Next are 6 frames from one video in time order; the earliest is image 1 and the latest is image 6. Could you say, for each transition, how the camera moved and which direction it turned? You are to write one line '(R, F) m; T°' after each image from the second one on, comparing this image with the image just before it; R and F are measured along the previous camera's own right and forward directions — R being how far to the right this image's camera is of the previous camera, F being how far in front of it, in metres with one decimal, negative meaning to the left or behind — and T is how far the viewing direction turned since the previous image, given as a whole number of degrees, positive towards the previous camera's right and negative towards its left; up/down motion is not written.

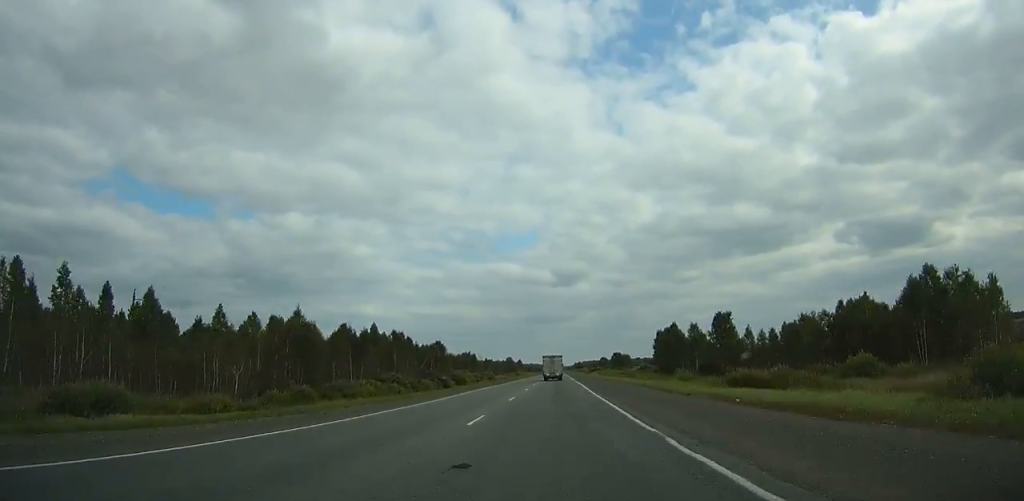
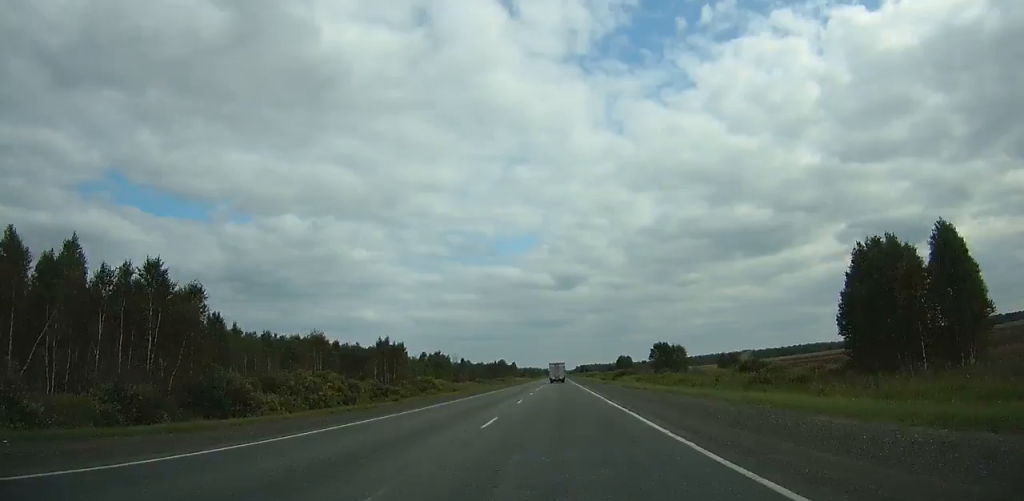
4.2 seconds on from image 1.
(0.0, +84.6) m; 0°
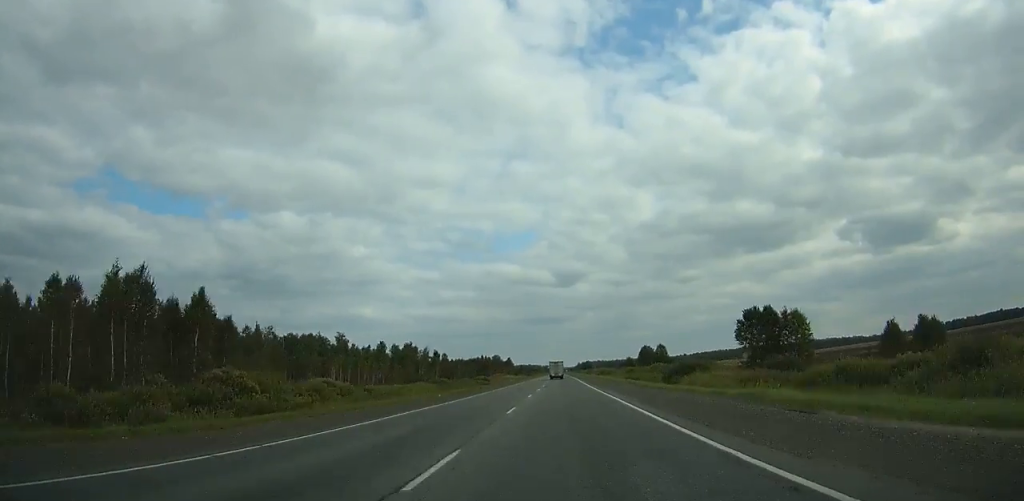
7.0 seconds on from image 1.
(-0.1, +56.1) m; 0°
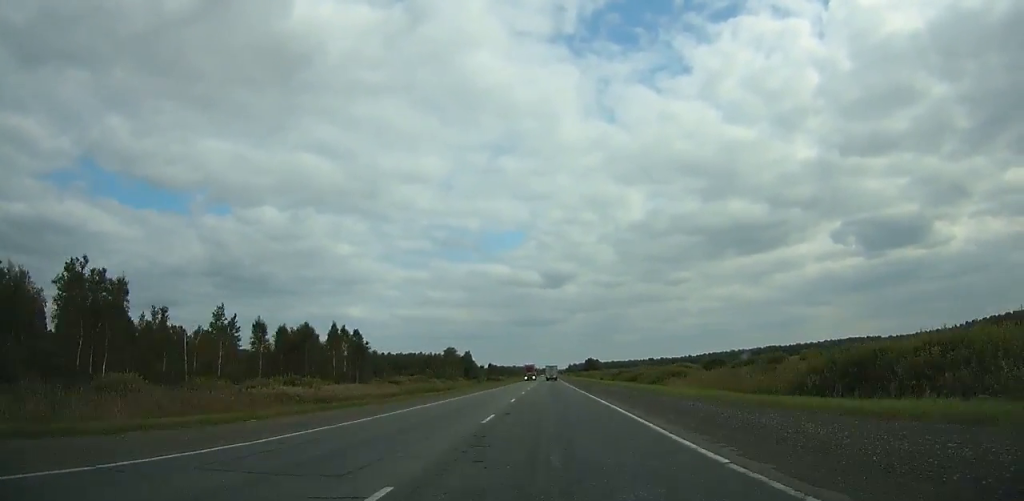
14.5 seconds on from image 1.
(+0.8, +157.2) m; +1°
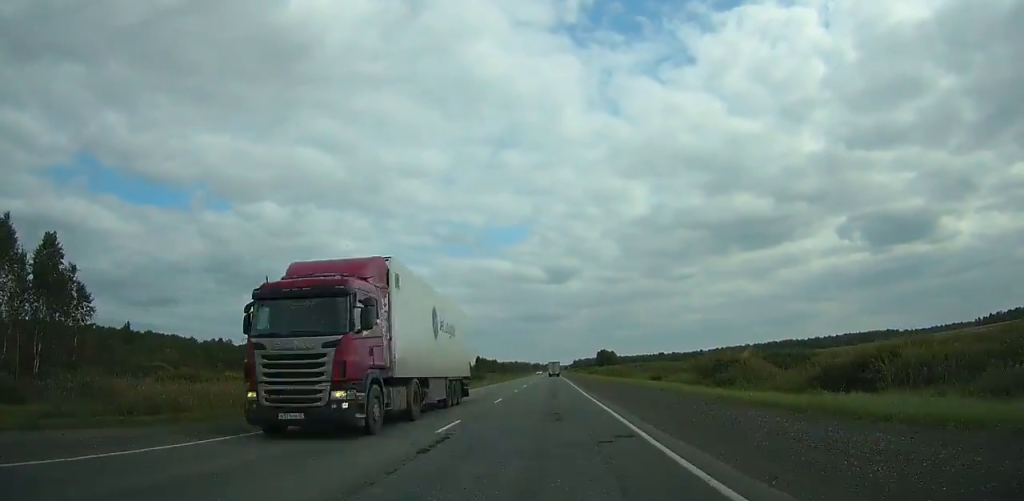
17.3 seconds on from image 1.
(+0.2, +62.2) m; 0°
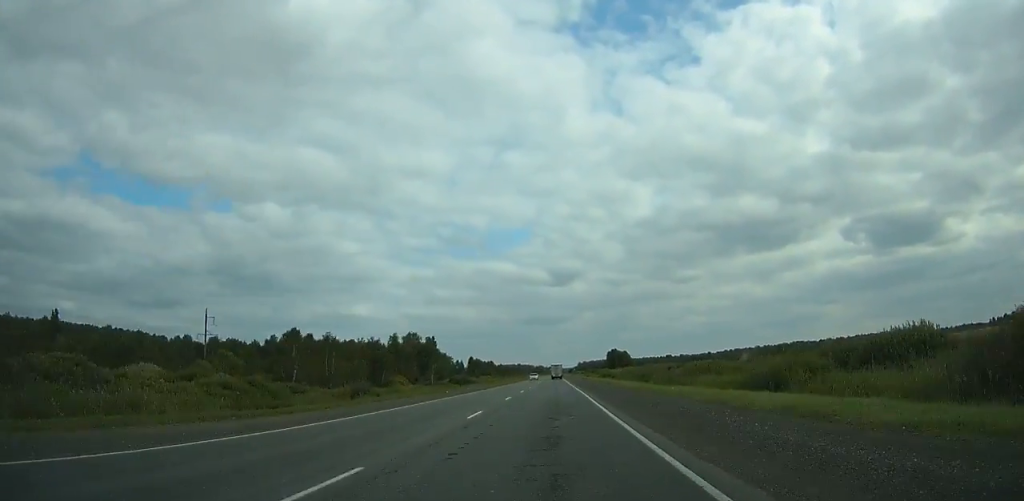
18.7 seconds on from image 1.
(0.0, +31.5) m; 0°
